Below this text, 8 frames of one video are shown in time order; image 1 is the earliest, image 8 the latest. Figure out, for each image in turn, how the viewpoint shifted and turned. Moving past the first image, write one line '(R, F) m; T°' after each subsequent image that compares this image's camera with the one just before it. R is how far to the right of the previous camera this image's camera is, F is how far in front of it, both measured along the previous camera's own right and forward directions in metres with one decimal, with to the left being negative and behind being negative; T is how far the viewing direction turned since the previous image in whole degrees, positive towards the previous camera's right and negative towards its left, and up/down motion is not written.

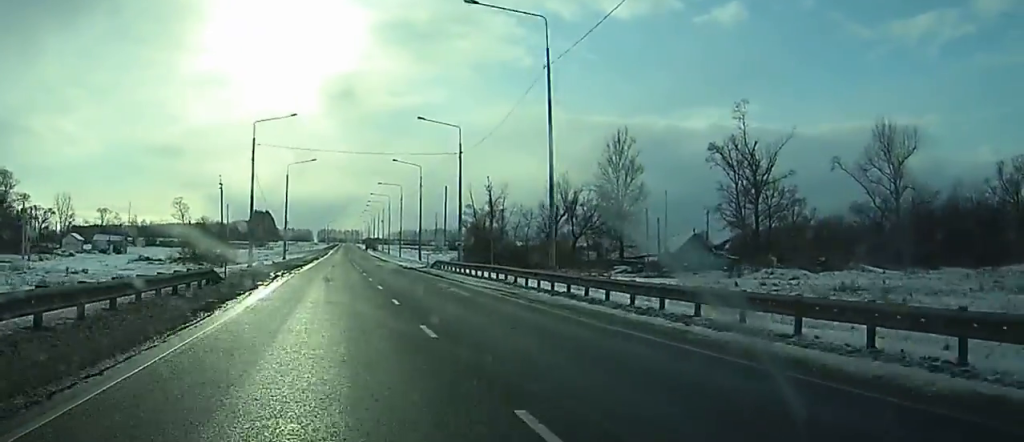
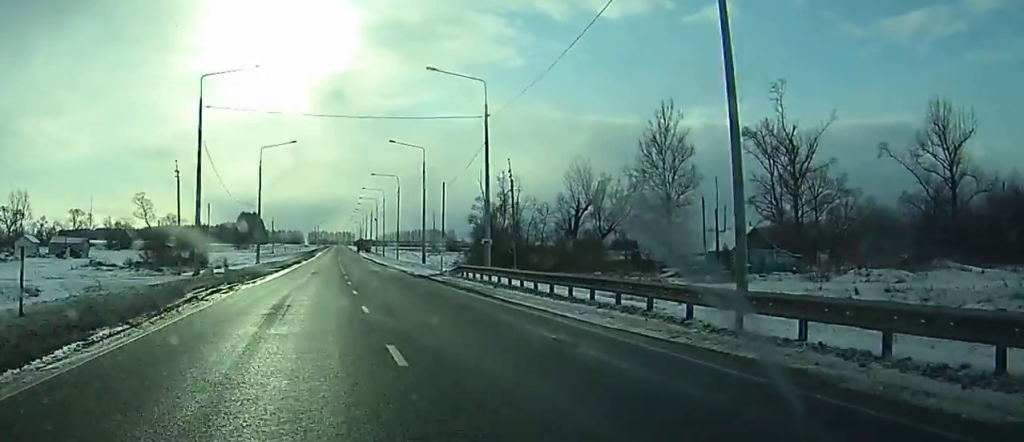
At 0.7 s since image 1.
(+0.1, +19.5) m; 0°
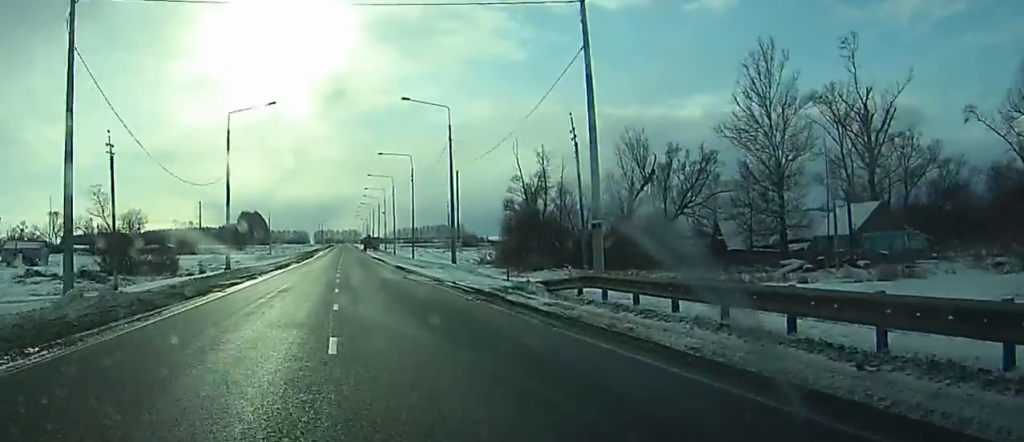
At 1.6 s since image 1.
(0.0, +23.0) m; 0°
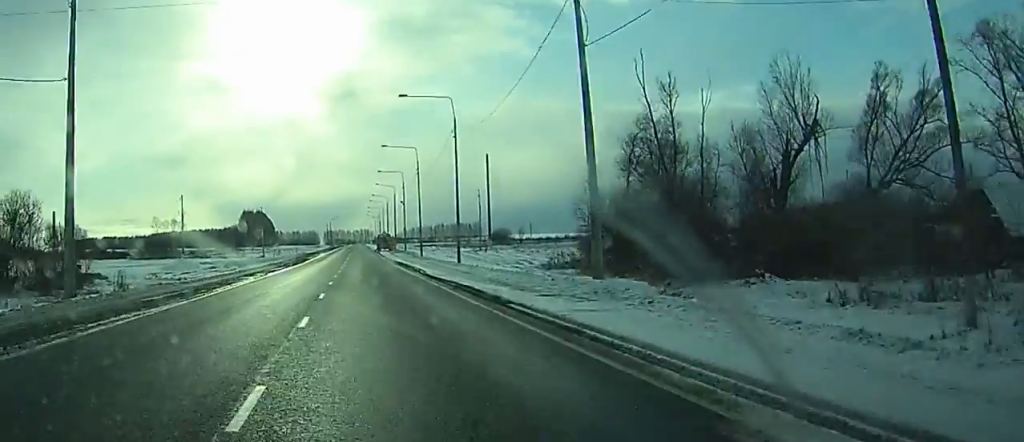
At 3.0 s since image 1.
(+0.1, +36.7) m; 0°
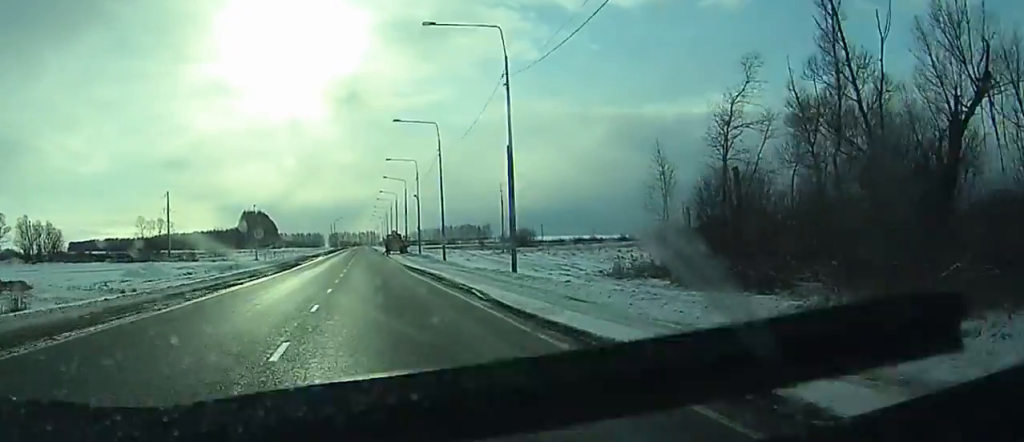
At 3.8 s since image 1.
(-0.1, +20.7) m; 0°
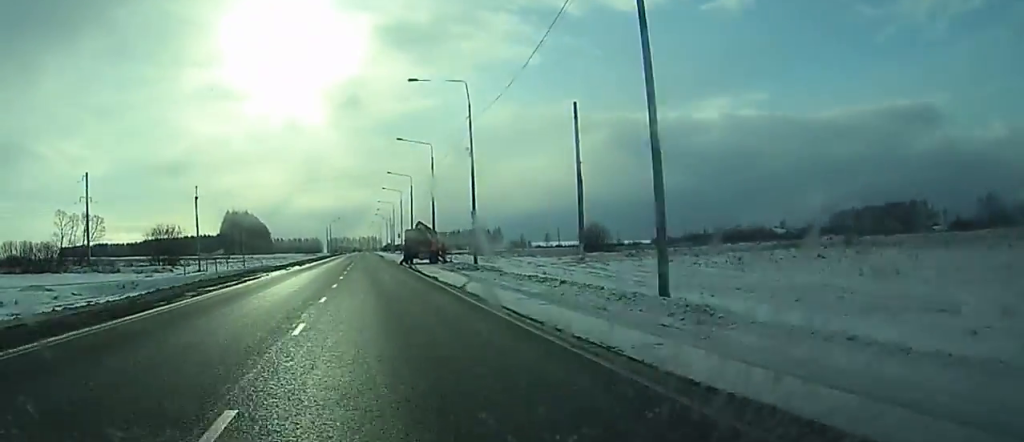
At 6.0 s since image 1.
(-0.7, +54.9) m; -1°
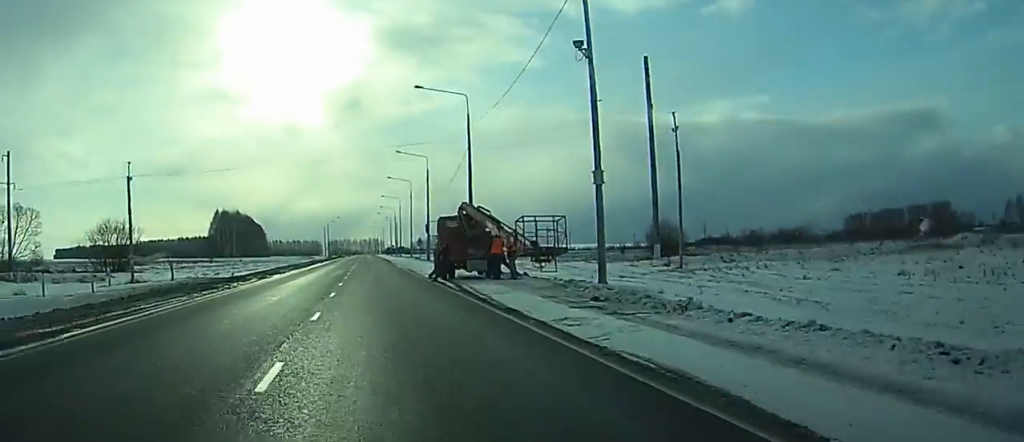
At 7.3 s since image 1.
(+0.1, +30.2) m; 0°
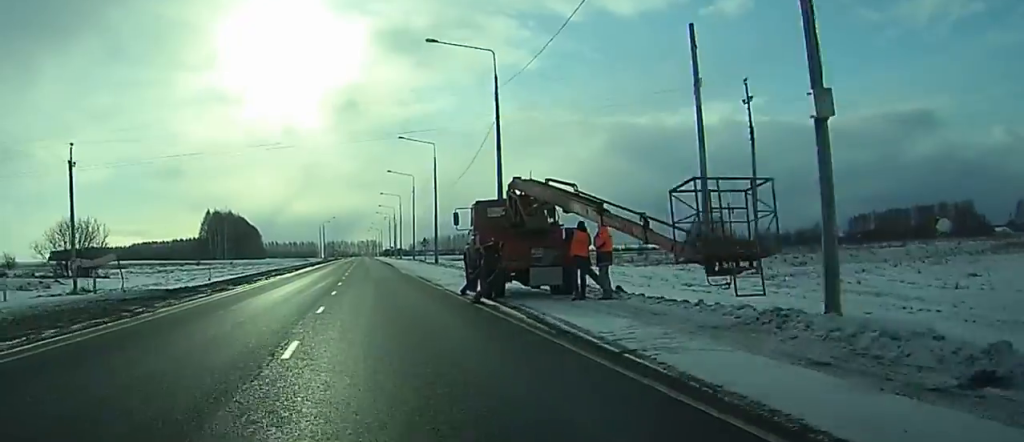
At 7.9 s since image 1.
(0.0, +14.0) m; 0°
